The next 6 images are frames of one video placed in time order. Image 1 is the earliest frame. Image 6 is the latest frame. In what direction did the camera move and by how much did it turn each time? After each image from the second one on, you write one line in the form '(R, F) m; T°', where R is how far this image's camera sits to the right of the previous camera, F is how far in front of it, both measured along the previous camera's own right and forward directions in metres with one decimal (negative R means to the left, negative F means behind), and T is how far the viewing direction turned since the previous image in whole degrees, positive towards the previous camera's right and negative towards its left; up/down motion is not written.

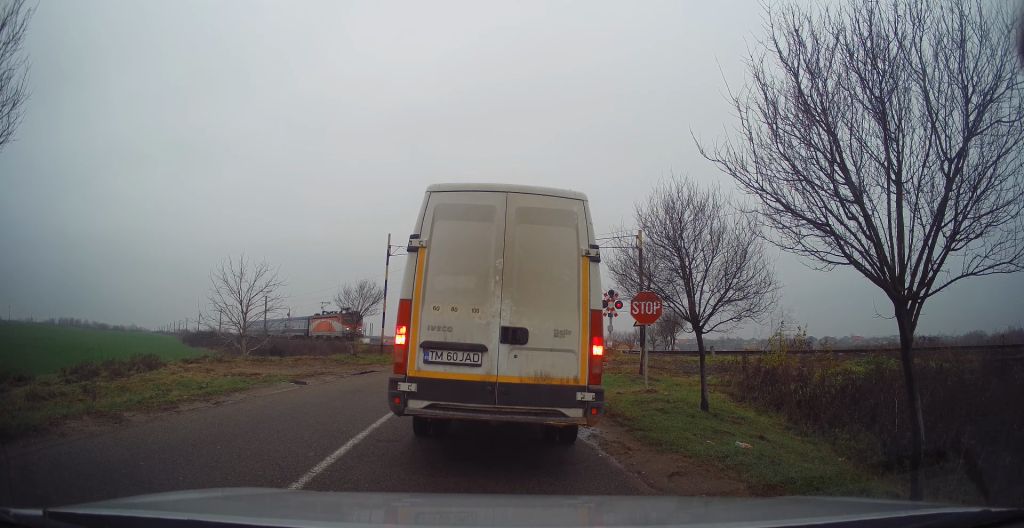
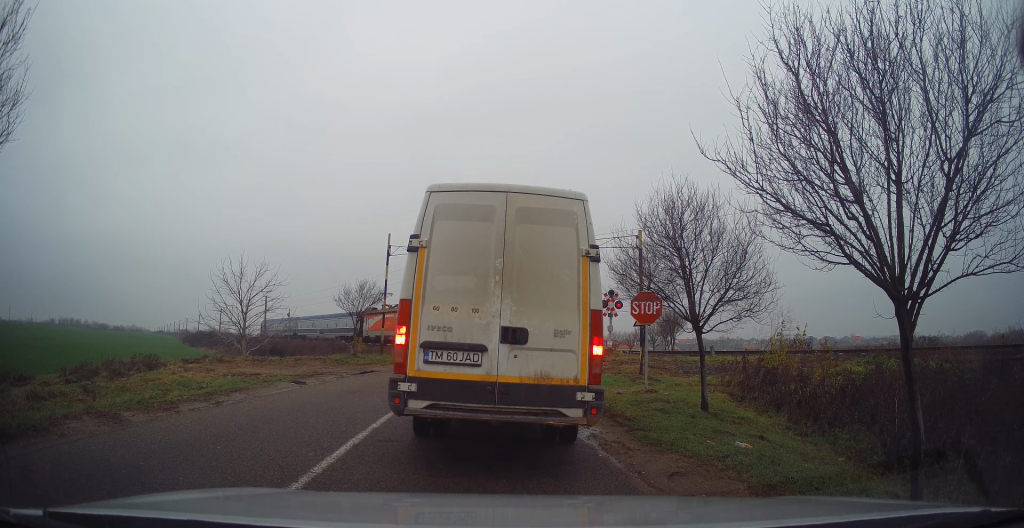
(0.0, 0.0) m; 0°
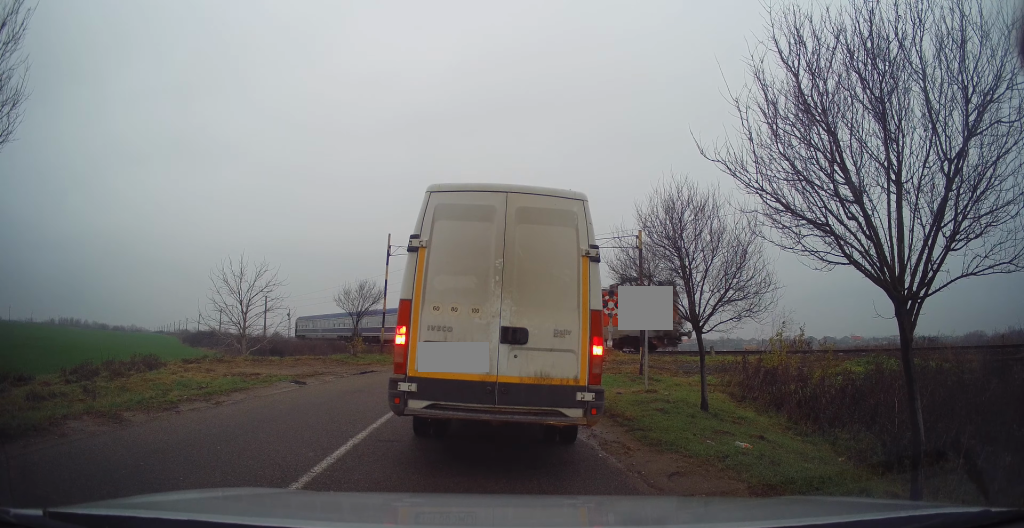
(0.0, 0.0) m; 0°
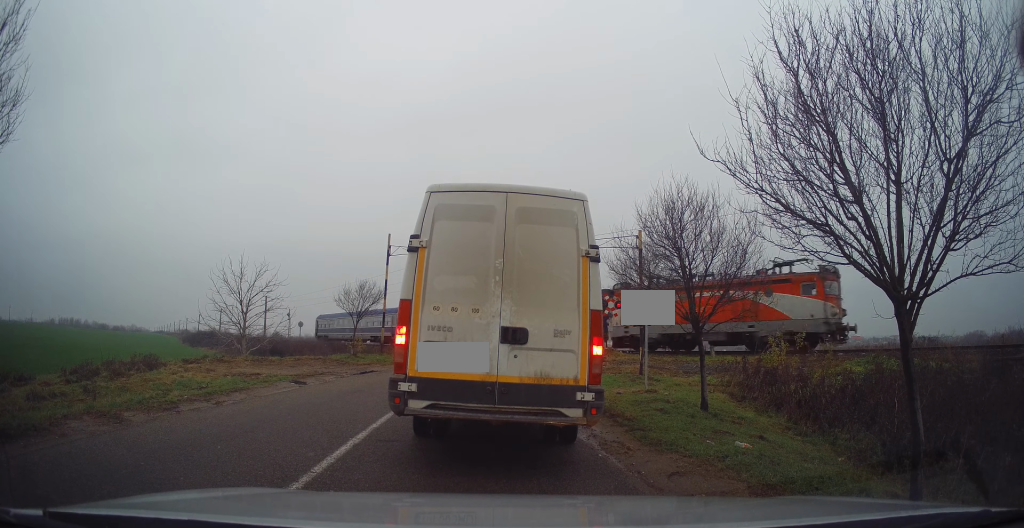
(0.0, 0.0) m; 0°
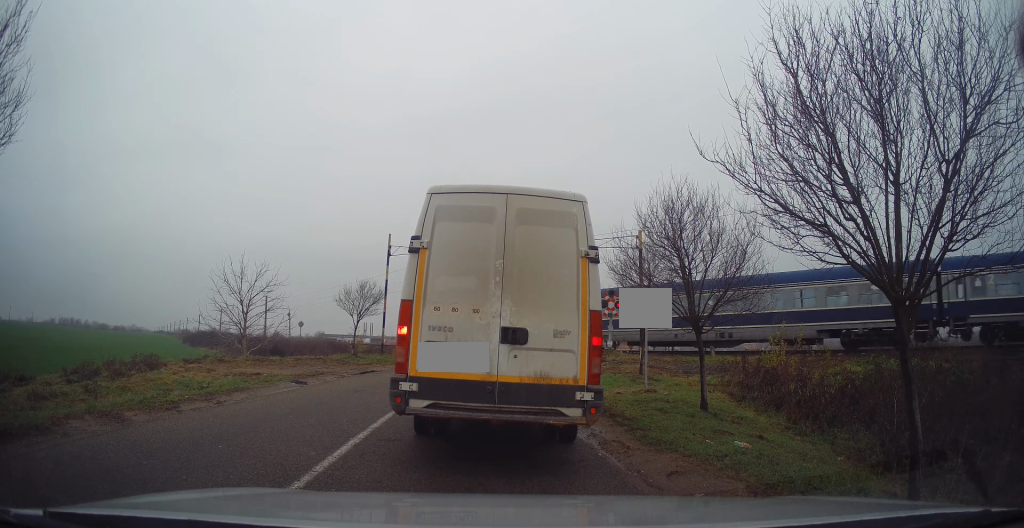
(0.0, 0.0) m; 0°
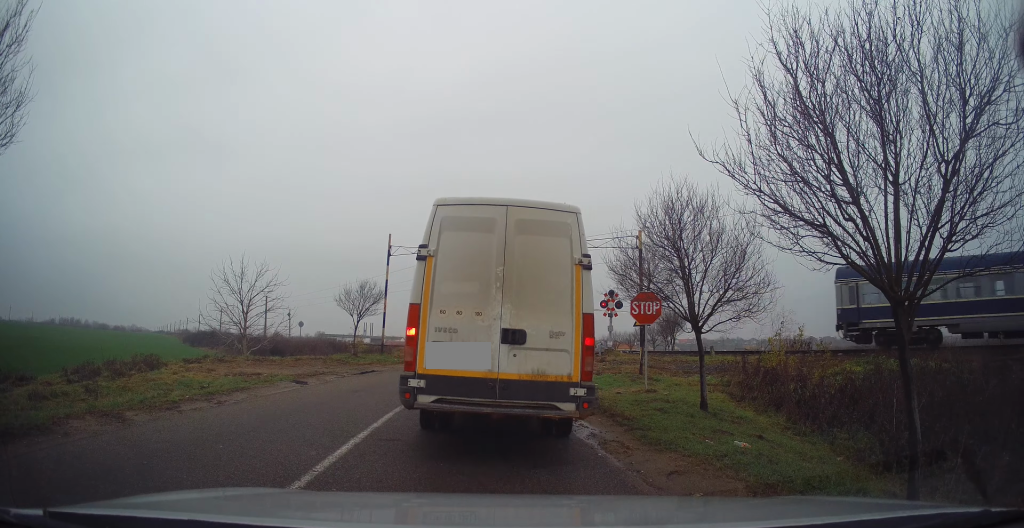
(0.0, 0.0) m; 0°
